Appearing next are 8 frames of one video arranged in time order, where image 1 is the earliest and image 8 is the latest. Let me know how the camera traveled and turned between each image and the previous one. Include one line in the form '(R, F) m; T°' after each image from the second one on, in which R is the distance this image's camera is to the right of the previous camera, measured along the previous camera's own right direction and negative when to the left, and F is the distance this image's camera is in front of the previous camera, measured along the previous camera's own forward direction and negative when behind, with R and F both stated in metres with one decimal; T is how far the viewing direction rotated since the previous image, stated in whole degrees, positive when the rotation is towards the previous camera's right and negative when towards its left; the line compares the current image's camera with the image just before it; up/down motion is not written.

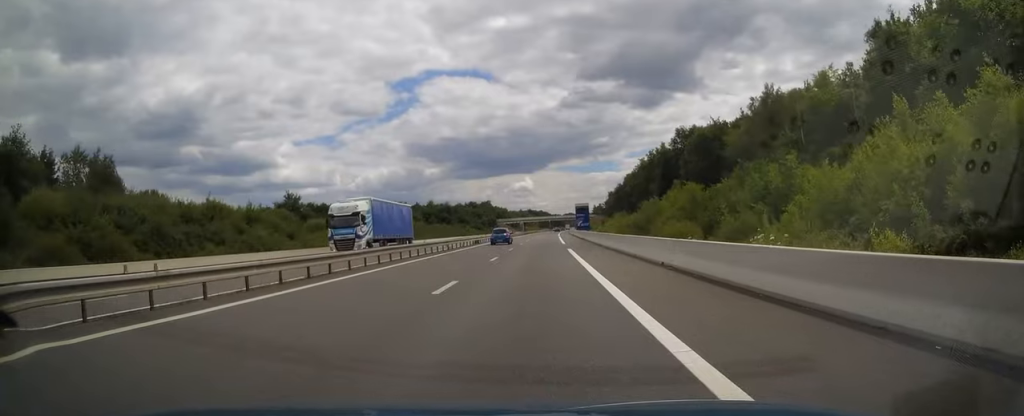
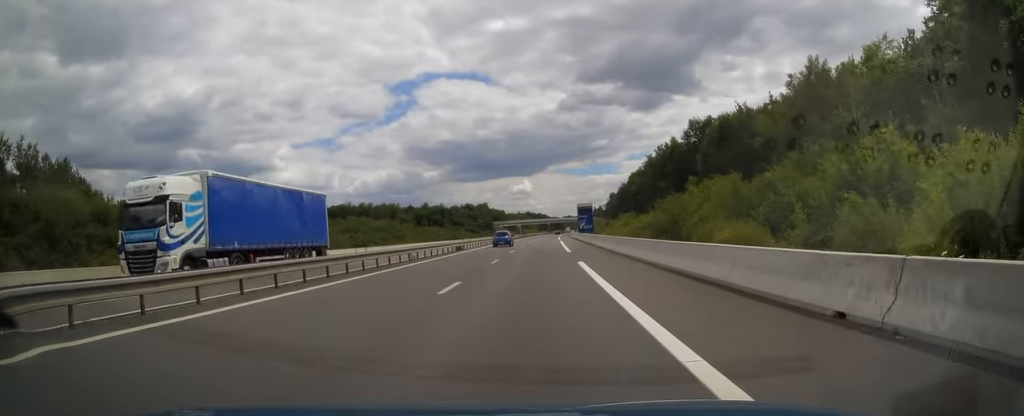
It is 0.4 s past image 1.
(0.0, +12.3) m; 0°
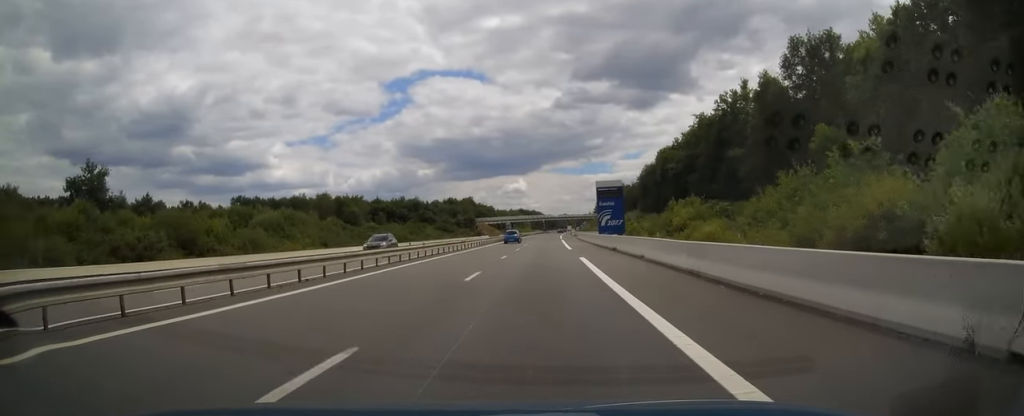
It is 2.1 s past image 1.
(+0.1, +48.7) m; 0°
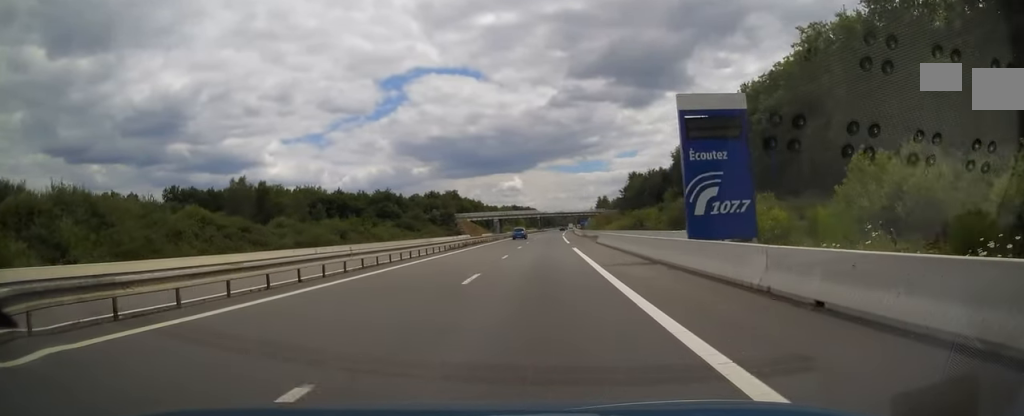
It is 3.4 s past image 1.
(+0.1, +40.3) m; 0°
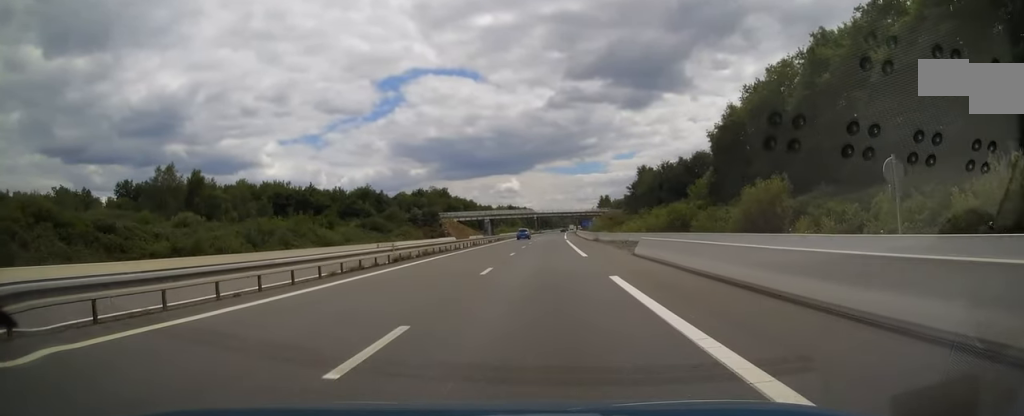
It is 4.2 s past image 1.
(+0.1, +22.7) m; 0°
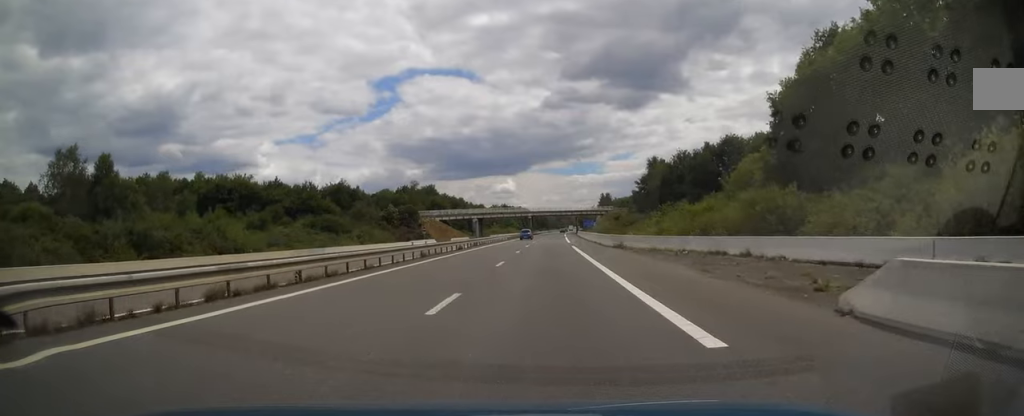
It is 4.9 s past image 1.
(0.0, +21.6) m; 0°
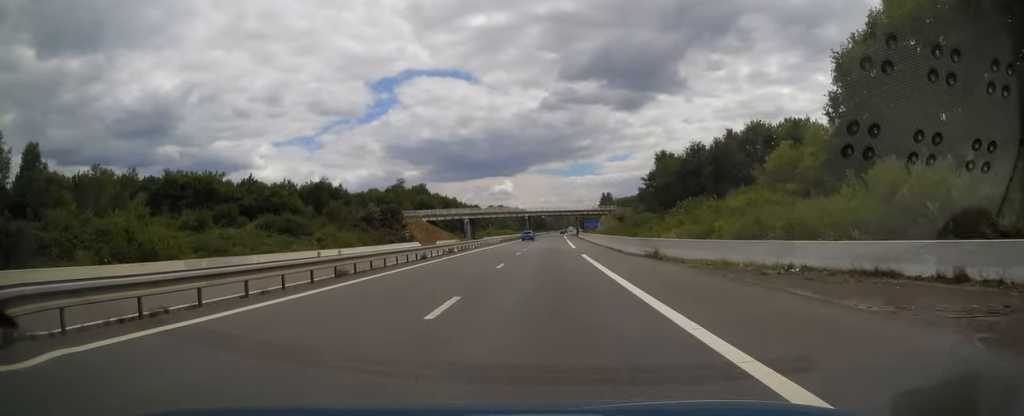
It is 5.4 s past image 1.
(0.0, +13.3) m; 0°
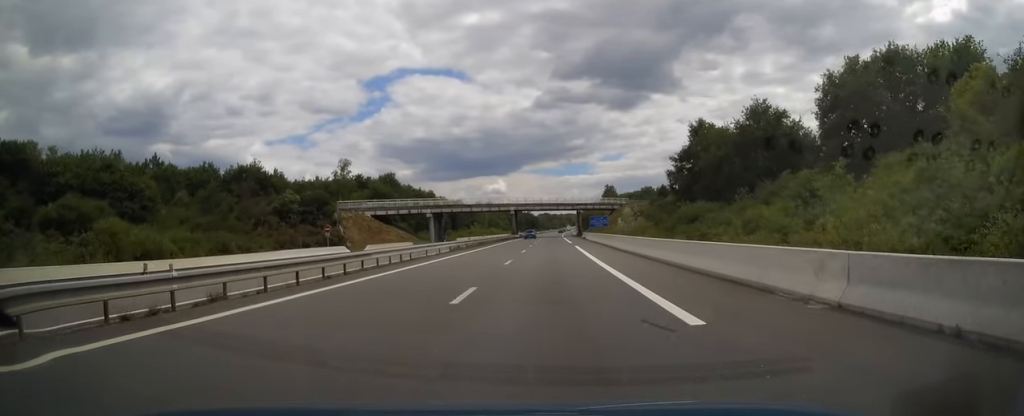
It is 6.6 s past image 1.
(+0.2, +36.9) m; +1°
